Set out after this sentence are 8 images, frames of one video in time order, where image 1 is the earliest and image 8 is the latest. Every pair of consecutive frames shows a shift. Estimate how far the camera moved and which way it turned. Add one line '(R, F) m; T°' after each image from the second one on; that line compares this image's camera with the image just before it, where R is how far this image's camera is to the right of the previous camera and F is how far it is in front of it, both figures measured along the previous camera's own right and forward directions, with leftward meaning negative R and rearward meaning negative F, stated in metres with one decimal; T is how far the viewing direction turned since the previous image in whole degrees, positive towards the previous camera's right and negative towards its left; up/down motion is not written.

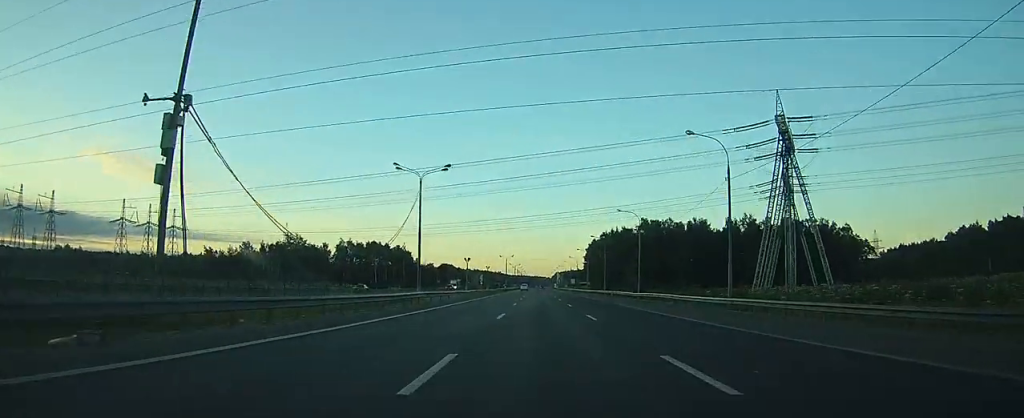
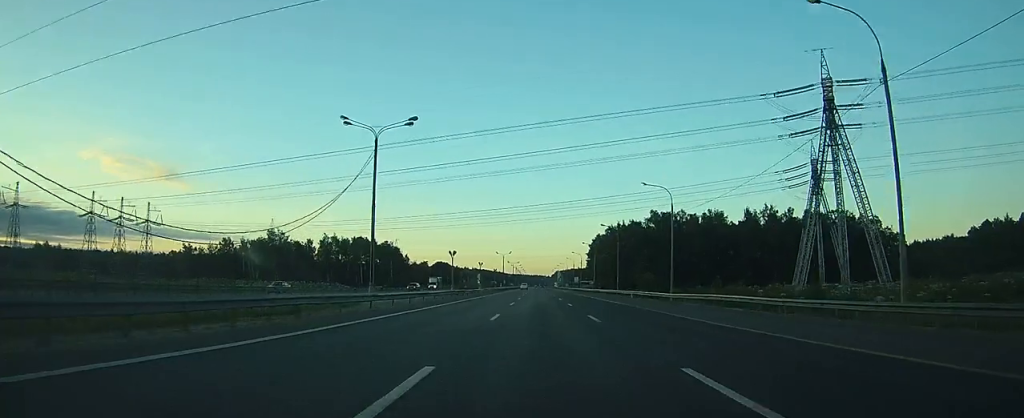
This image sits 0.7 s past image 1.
(0.0, +17.8) m; 0°
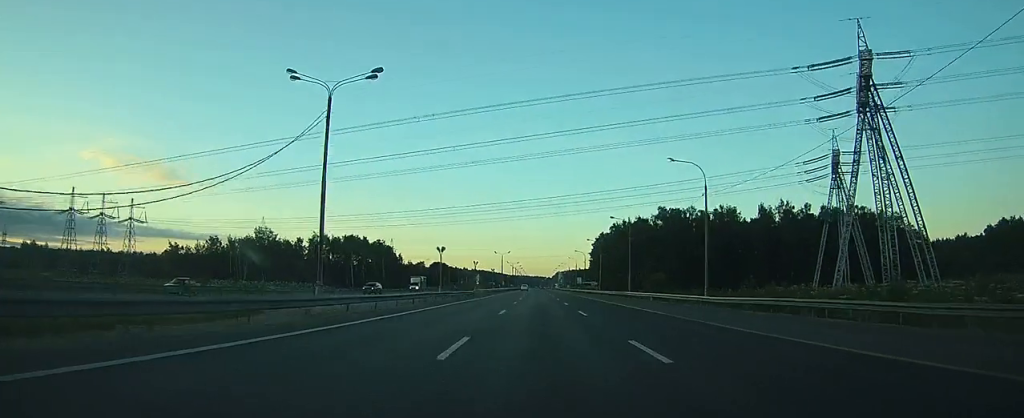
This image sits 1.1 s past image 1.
(0.0, +11.0) m; 0°
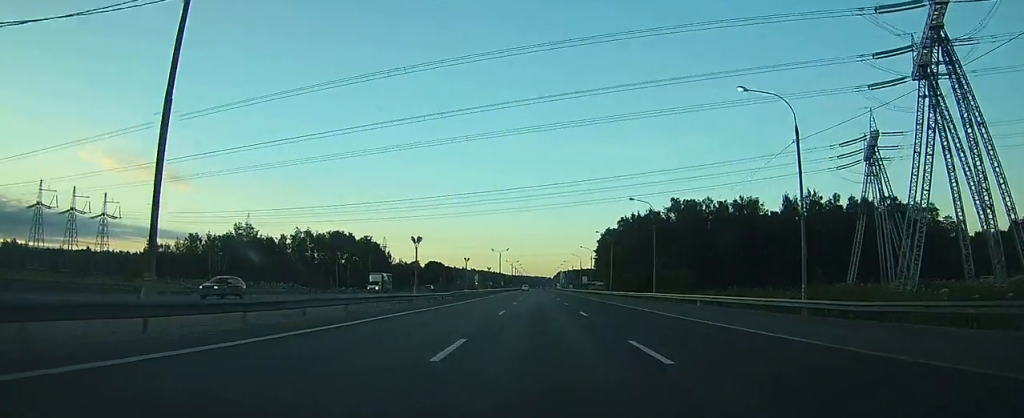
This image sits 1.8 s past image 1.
(0.0, +16.1) m; 0°
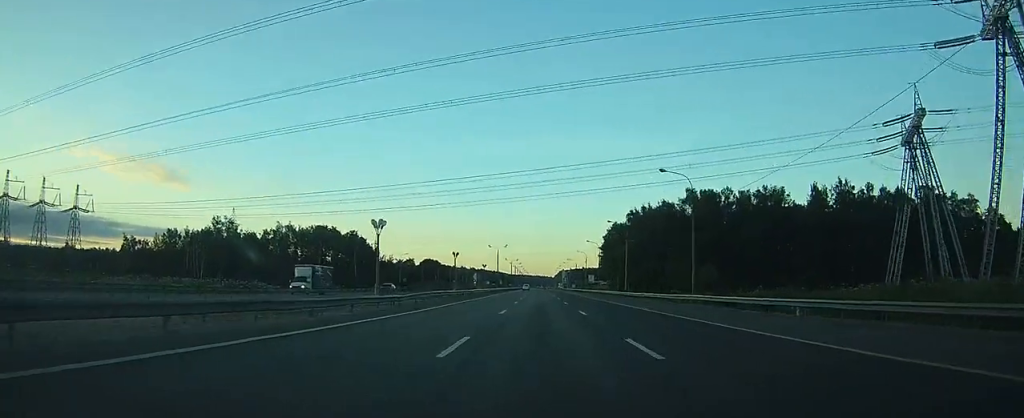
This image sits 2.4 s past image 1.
(0.0, +15.2) m; 0°
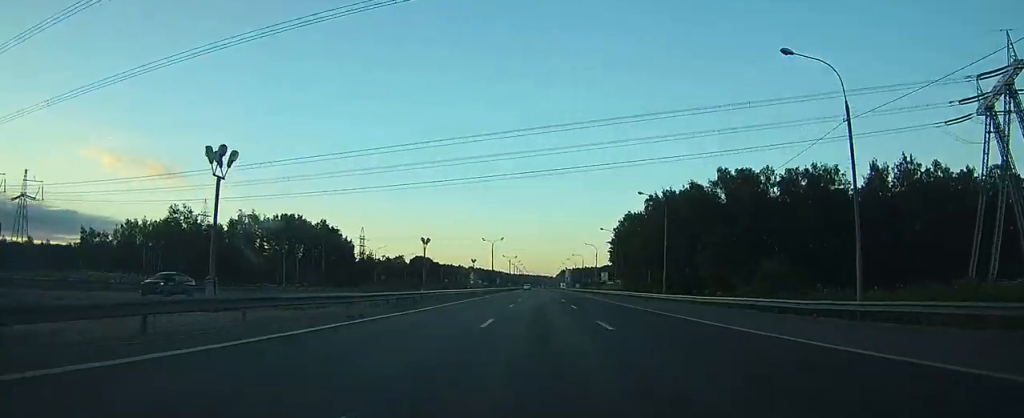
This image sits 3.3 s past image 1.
(0.0, +24.6) m; 0°
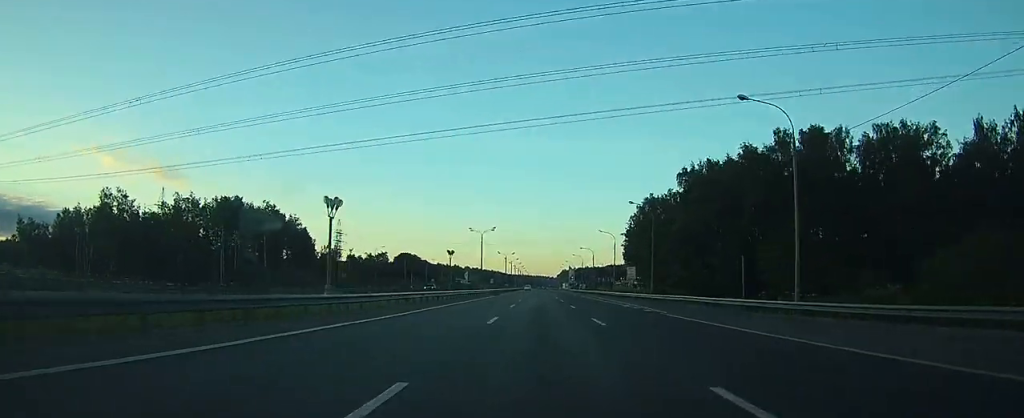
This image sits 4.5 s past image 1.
(-0.1, +29.7) m; 0°
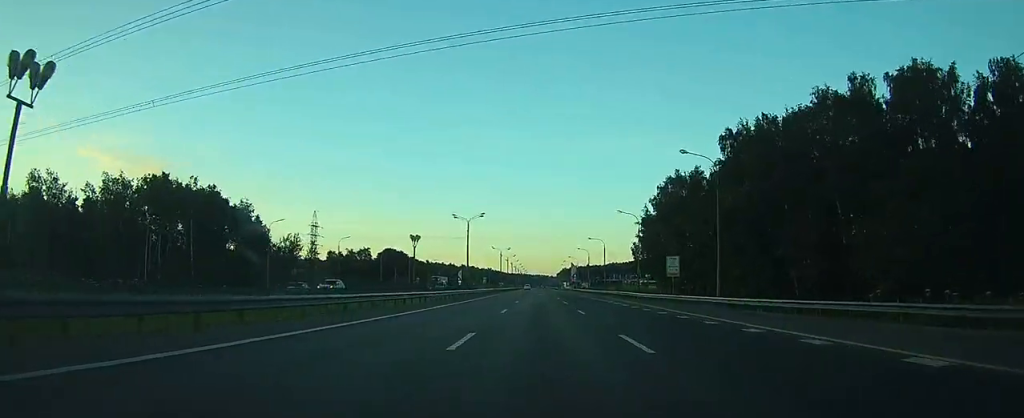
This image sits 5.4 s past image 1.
(0.0, +23.9) m; 0°
